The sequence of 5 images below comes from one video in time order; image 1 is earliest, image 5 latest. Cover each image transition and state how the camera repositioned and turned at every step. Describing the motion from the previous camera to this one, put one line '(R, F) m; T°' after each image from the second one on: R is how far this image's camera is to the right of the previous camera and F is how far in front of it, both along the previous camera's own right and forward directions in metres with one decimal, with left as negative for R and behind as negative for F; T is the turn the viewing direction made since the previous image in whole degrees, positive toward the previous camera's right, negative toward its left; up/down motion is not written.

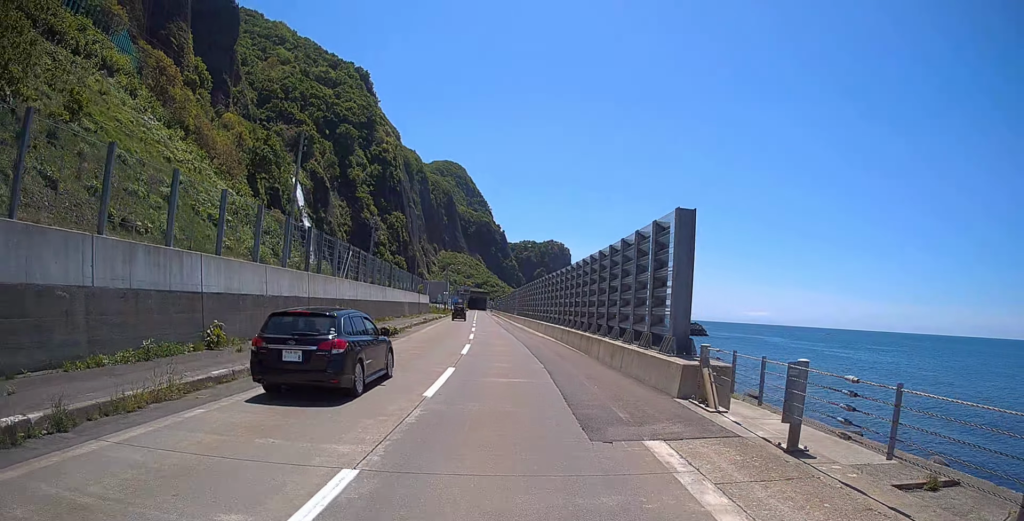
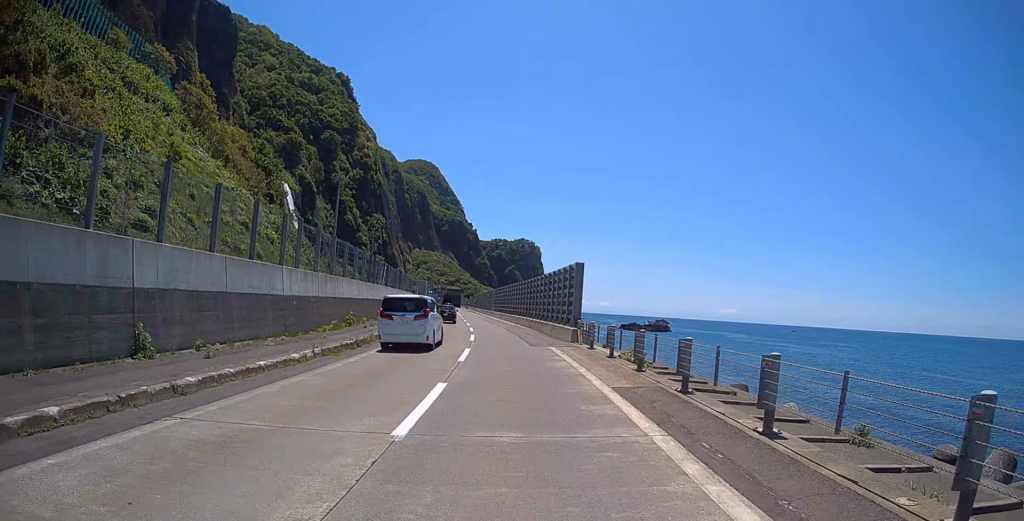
(+0.2, +16.8) m; +4°
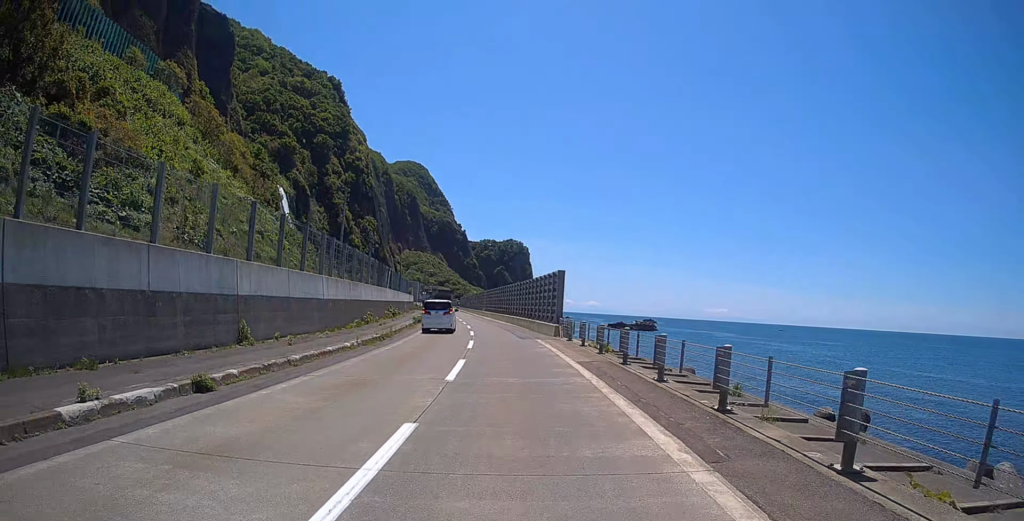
(+0.1, +5.9) m; +2°
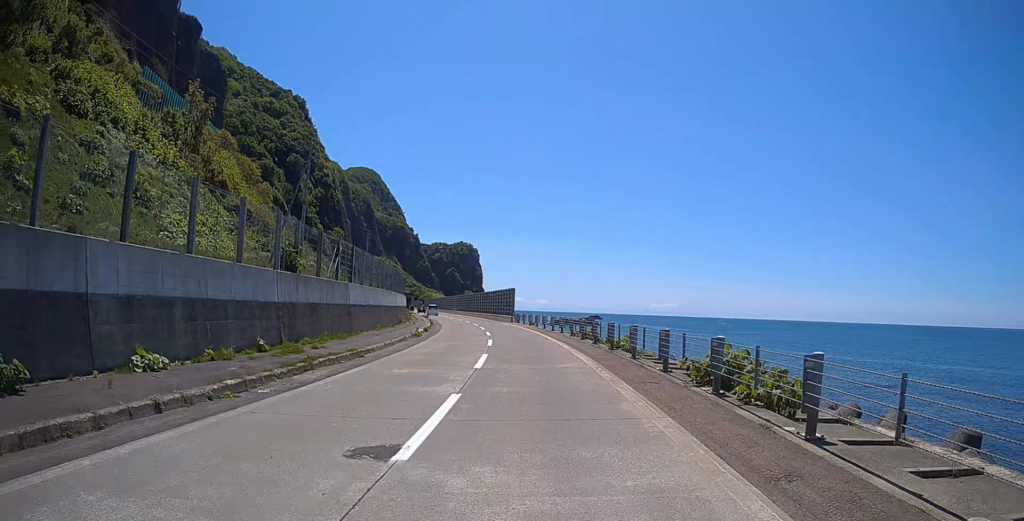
(+1.3, +32.6) m; +2°
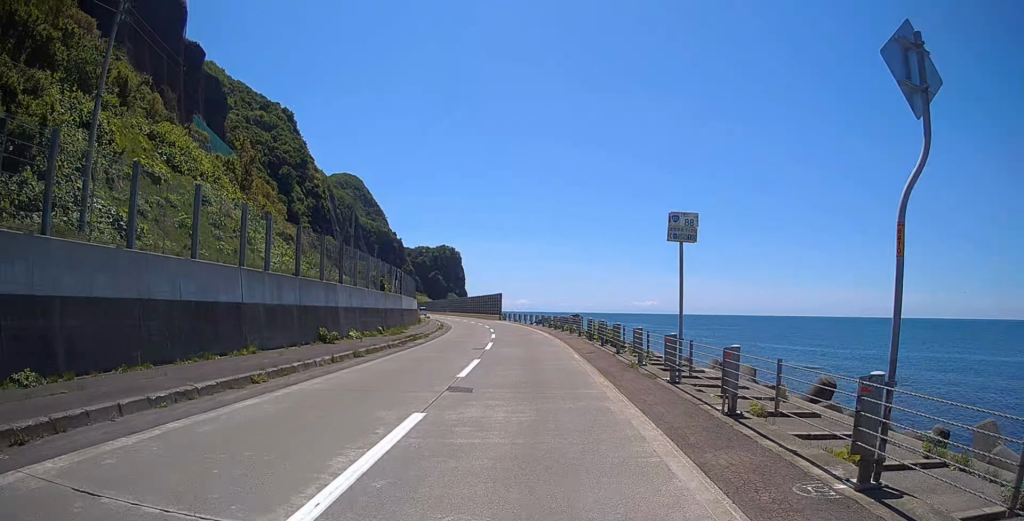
(+0.3, +17.5) m; +3°
